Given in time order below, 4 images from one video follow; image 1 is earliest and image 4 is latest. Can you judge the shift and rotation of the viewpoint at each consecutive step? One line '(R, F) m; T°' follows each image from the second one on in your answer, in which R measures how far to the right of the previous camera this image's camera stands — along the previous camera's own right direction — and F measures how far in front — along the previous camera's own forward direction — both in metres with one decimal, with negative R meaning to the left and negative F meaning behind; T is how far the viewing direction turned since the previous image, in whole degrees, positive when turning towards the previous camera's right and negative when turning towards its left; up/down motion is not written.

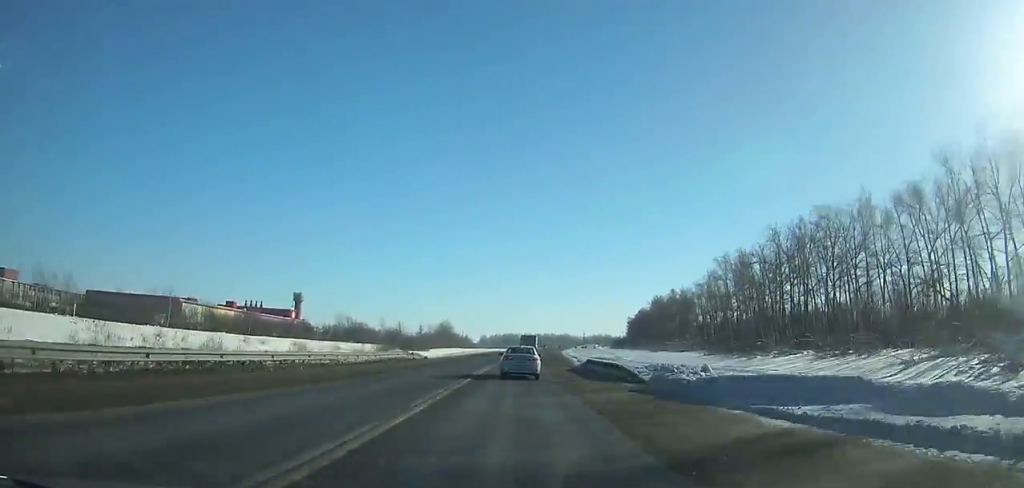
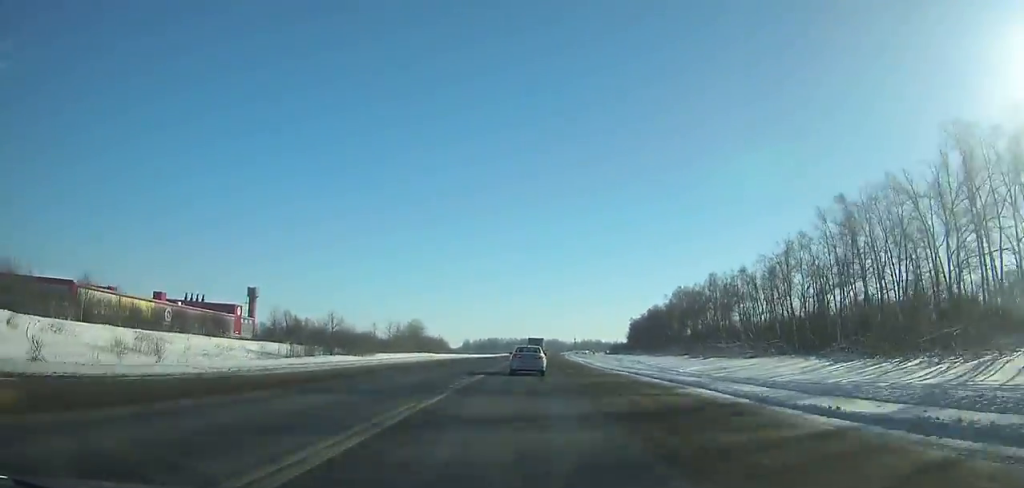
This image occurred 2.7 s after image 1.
(+0.6, +57.2) m; +2°
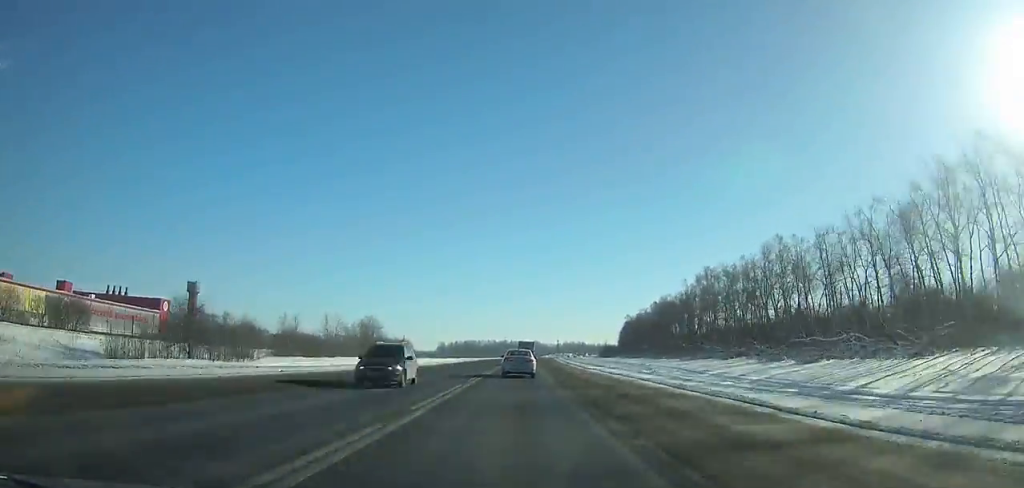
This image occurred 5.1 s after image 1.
(+0.6, +51.1) m; +1°
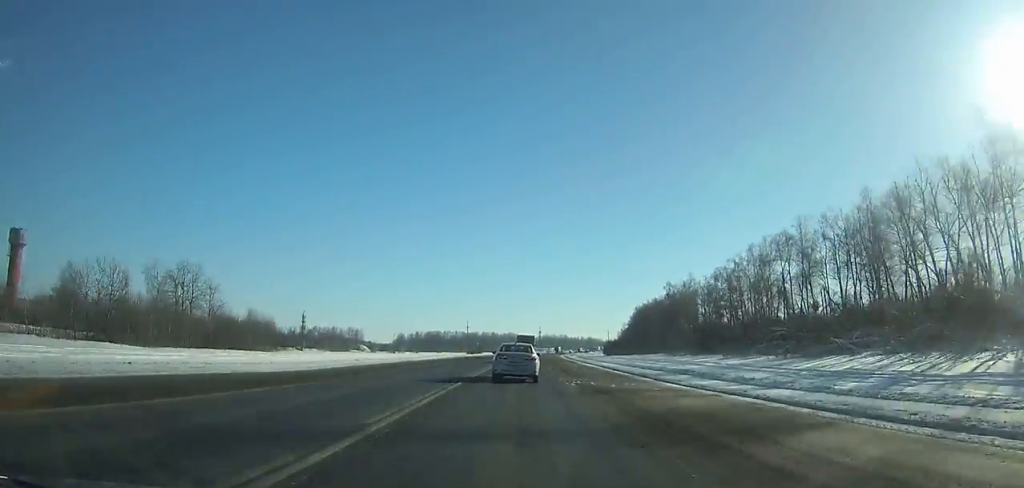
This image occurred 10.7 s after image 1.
(+2.8, +117.4) m; +3°
